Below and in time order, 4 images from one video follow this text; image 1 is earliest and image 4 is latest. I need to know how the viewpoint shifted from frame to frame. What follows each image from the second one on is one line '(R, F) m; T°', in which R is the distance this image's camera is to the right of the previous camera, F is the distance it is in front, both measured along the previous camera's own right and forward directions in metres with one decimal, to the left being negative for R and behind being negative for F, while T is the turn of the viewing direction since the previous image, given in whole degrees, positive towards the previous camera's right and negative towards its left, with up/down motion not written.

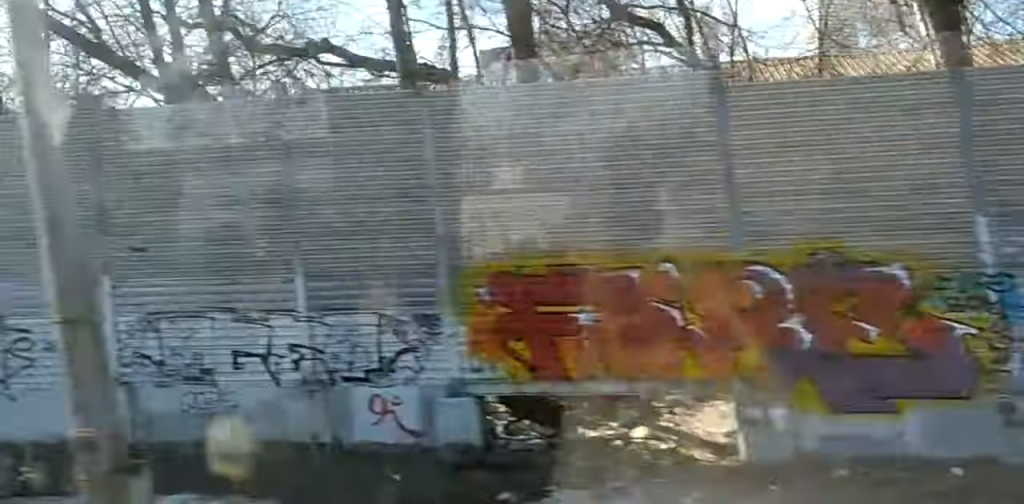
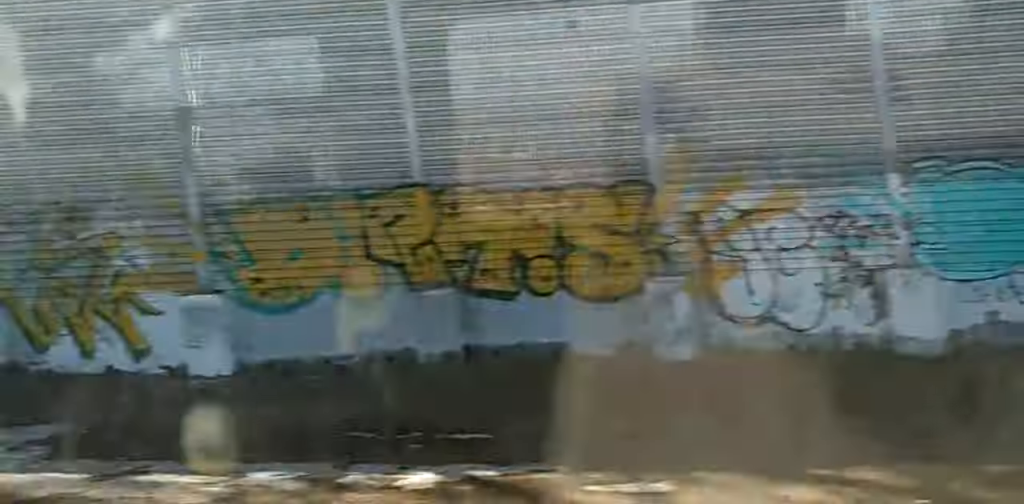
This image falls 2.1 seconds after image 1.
(+0.1, +42.9) m; 0°
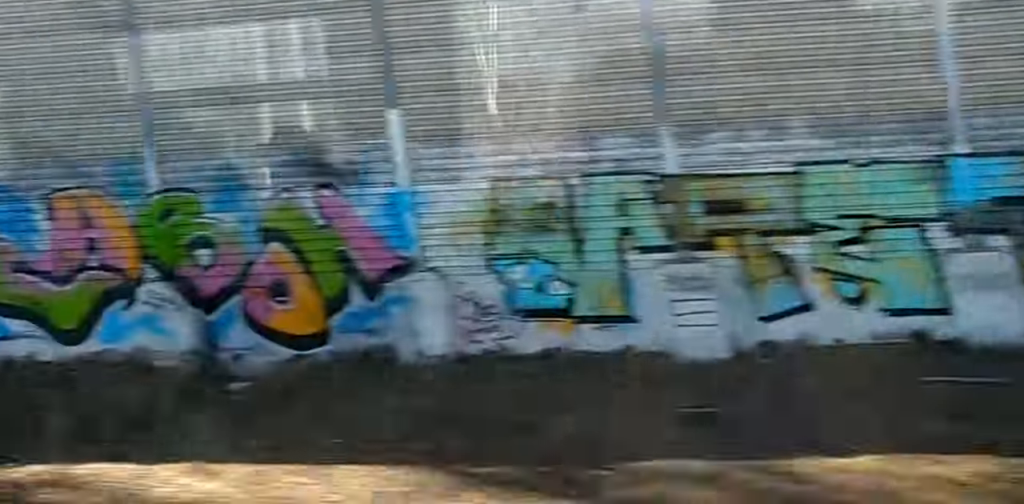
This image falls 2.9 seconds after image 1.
(-0.1, +17.7) m; 0°
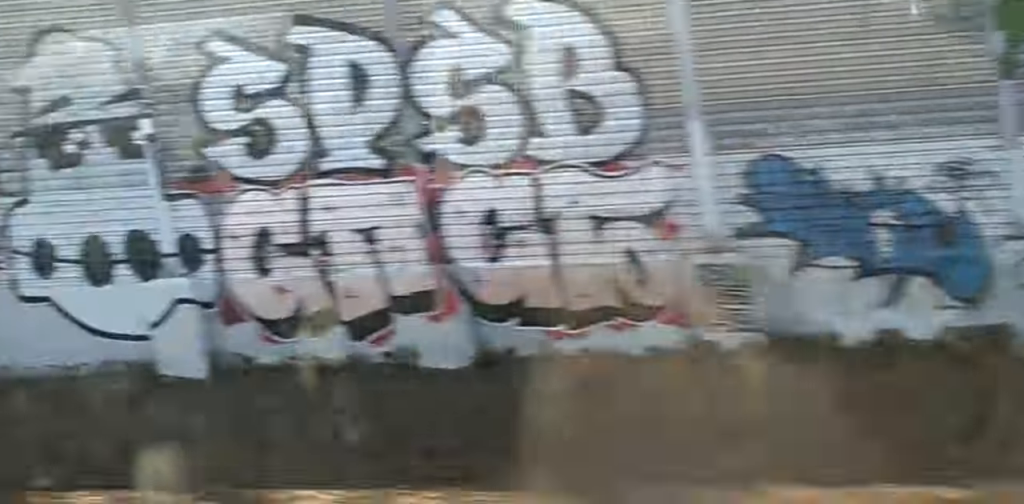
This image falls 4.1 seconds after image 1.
(0.0, +24.6) m; 0°
